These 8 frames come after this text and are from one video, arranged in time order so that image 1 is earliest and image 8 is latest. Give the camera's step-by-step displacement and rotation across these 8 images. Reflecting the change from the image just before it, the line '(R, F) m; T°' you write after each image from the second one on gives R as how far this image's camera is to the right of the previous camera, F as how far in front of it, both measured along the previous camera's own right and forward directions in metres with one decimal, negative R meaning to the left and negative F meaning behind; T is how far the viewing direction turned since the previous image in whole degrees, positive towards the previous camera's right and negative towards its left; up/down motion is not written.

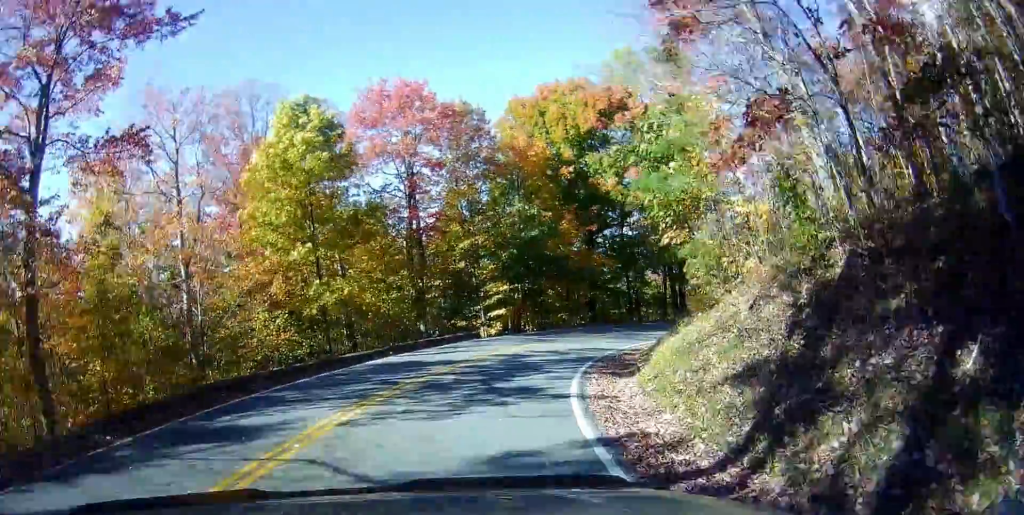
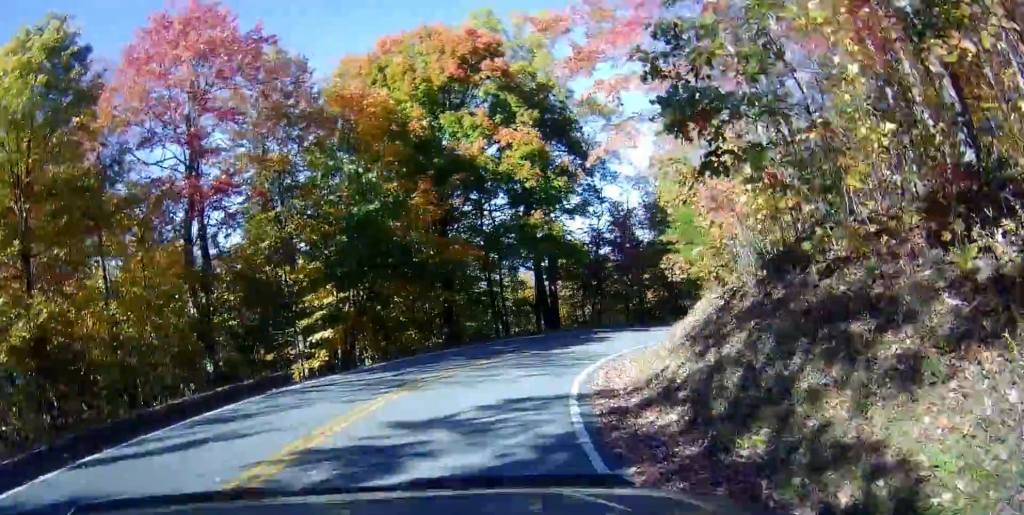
(+0.7, +12.0) m; +10°
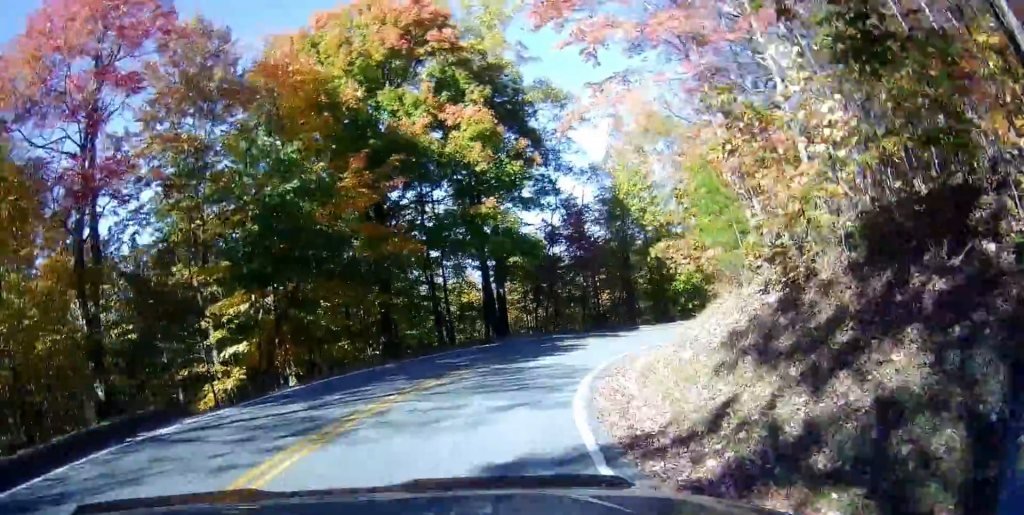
(+0.2, +4.1) m; +8°
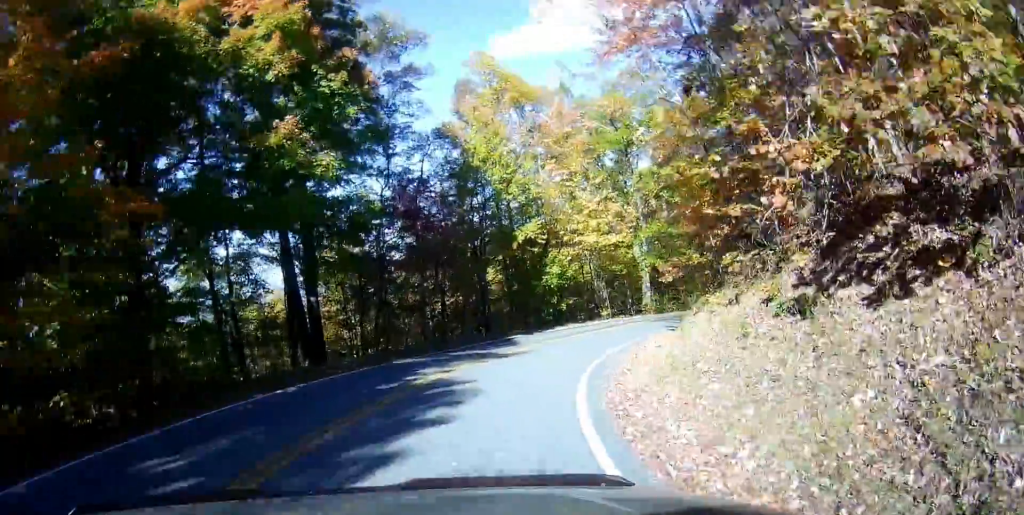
(+2.4, +10.3) m; +25°
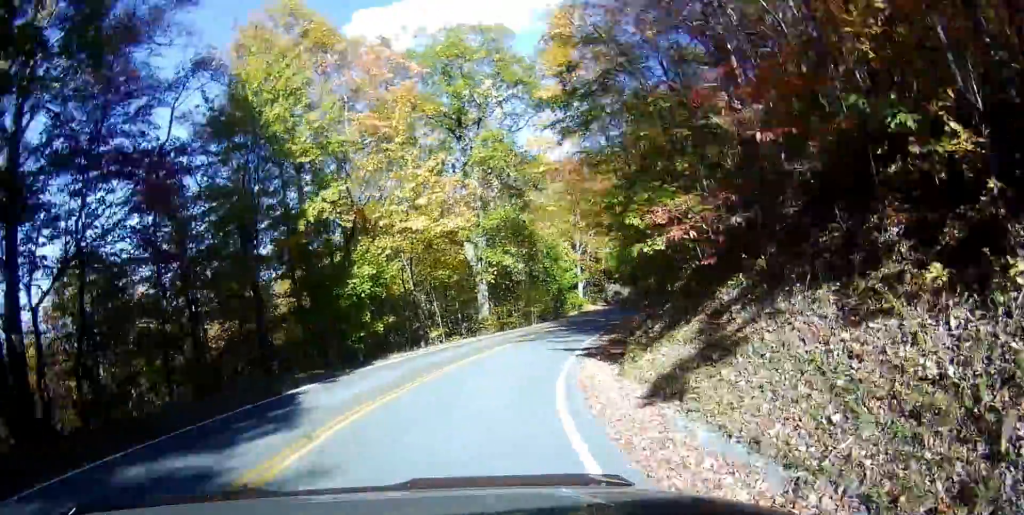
(+2.1, +12.5) m; +13°
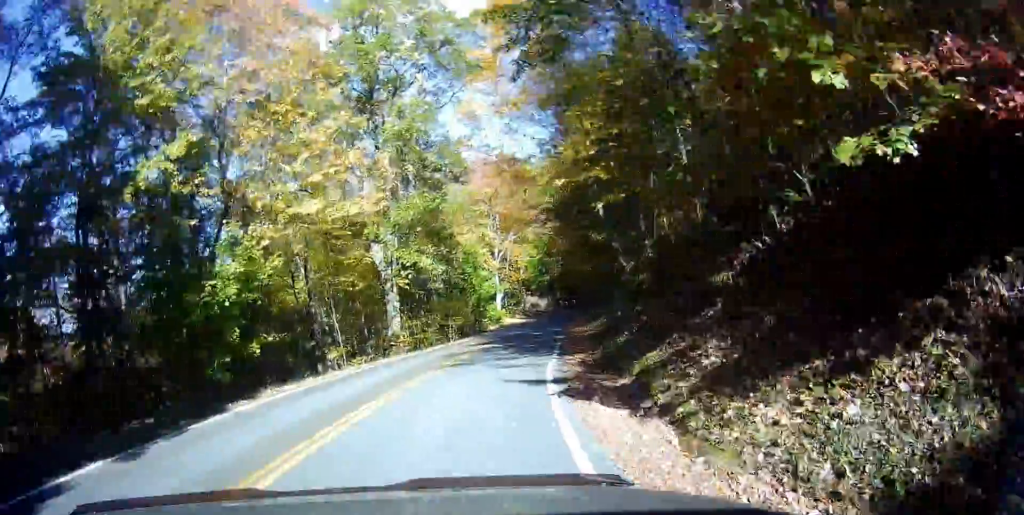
(+0.2, +7.1) m; +6°
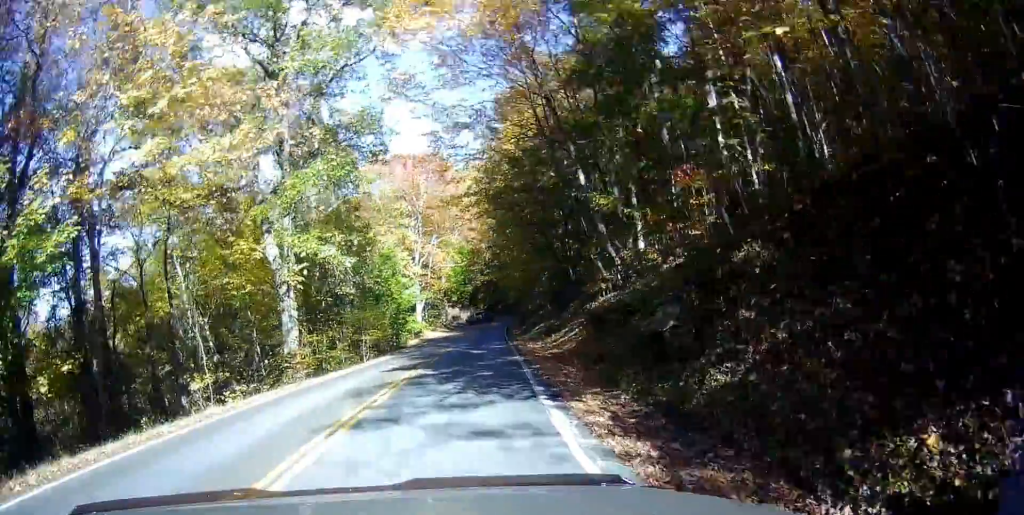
(+0.5, +8.0) m; +8°
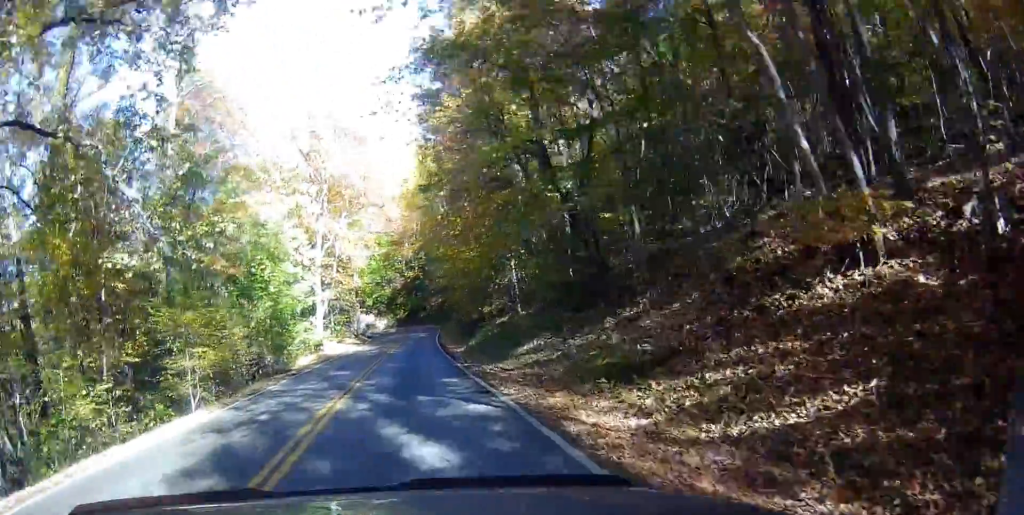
(+2.5, +17.8) m; +13°
